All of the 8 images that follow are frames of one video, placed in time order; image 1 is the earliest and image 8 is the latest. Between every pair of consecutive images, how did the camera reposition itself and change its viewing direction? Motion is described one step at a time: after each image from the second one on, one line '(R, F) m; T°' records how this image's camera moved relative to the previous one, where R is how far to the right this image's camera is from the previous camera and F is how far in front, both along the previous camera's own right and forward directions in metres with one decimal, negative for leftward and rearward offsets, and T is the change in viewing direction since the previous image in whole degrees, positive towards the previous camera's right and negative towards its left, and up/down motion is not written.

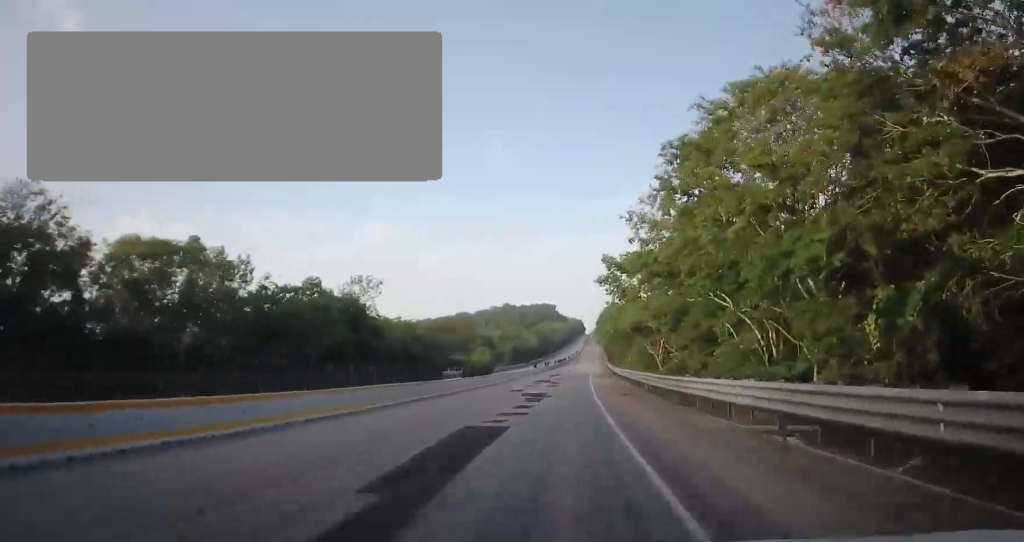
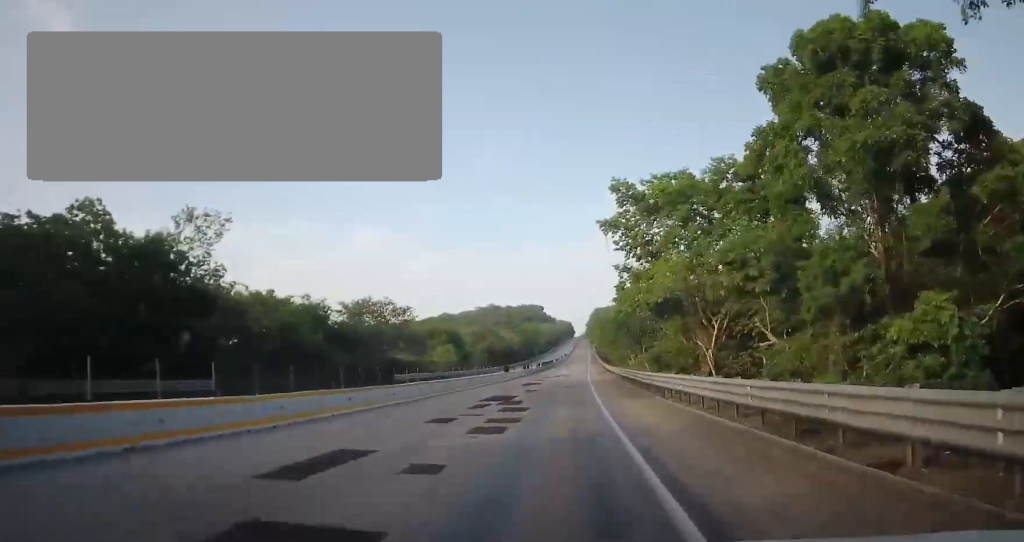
(+0.3, +28.1) m; +2°
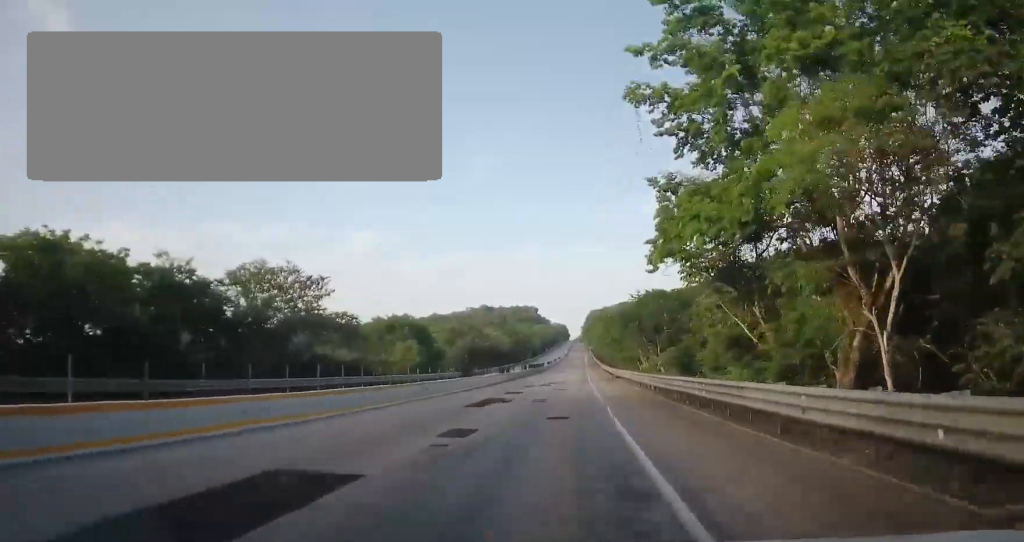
(+0.4, +22.1) m; +1°
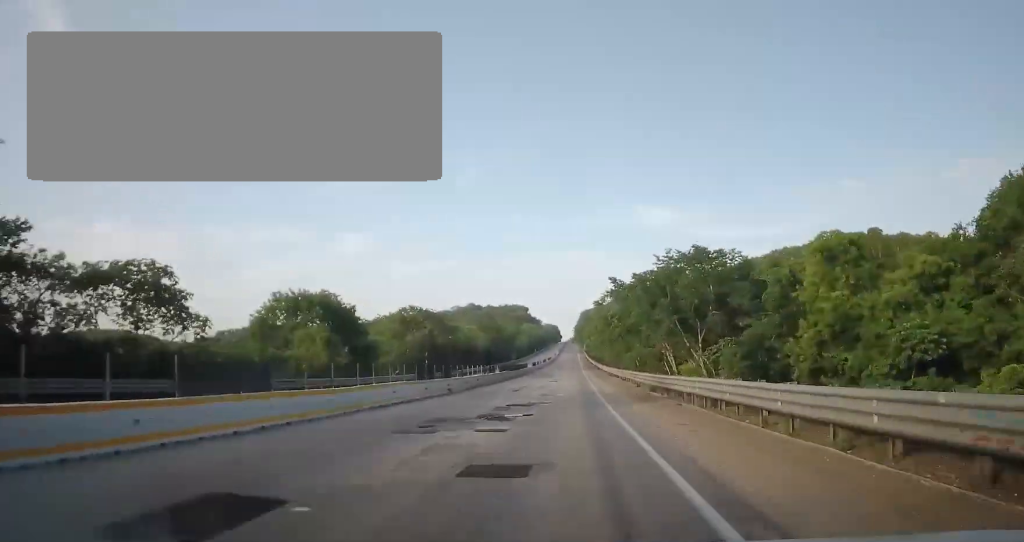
(-0.2, +28.8) m; 0°
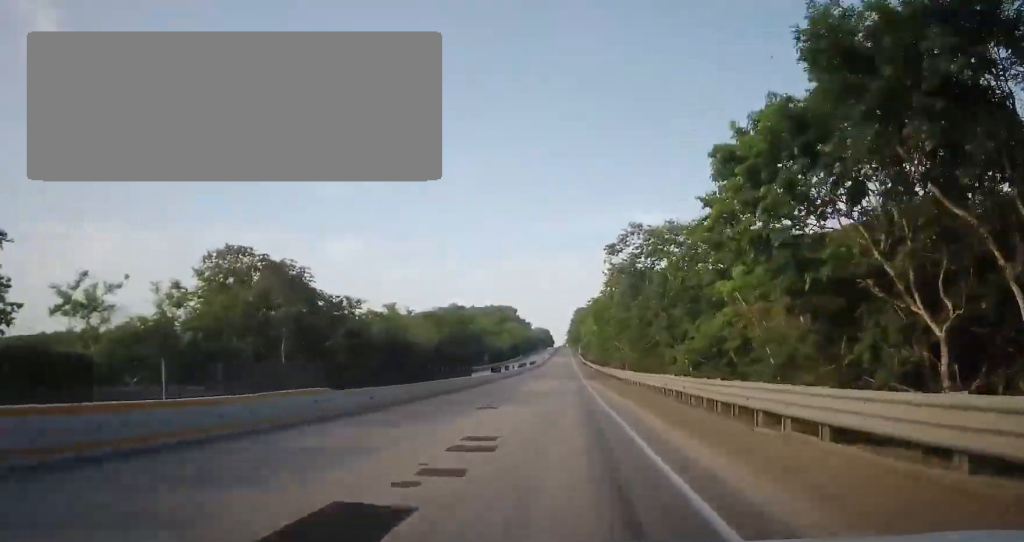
(+0.7, +47.3) m; +2°
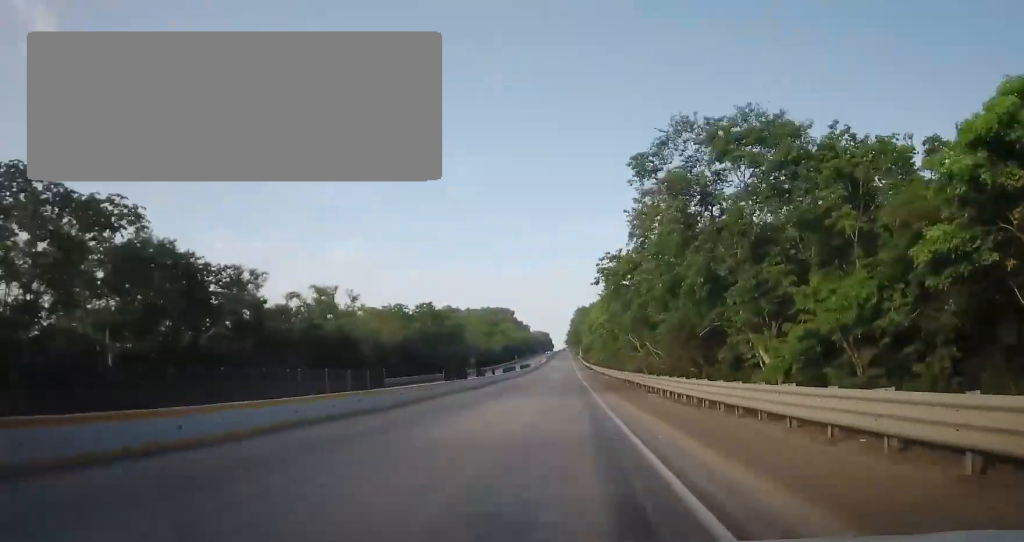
(+0.2, +21.1) m; 0°
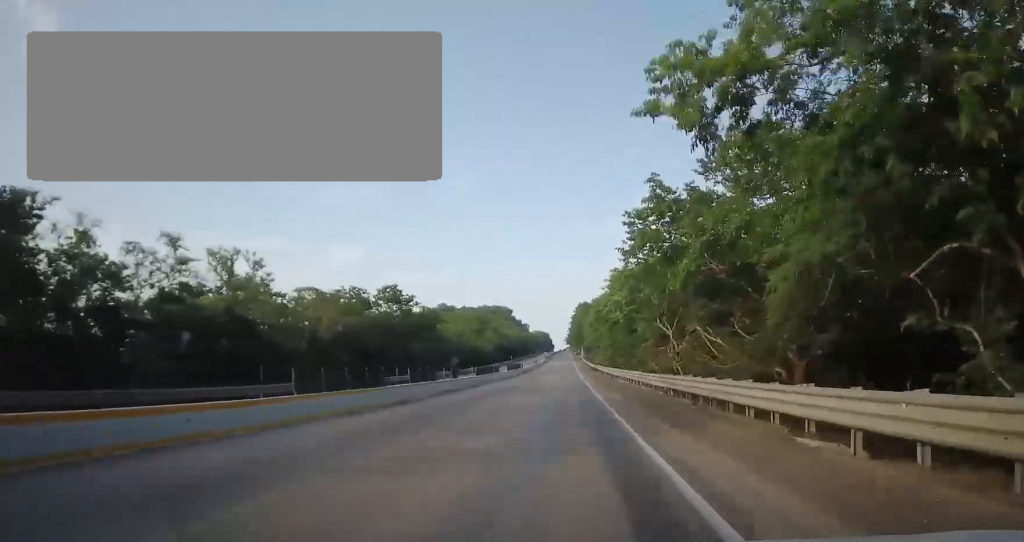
(-0.1, +19.7) m; -1°
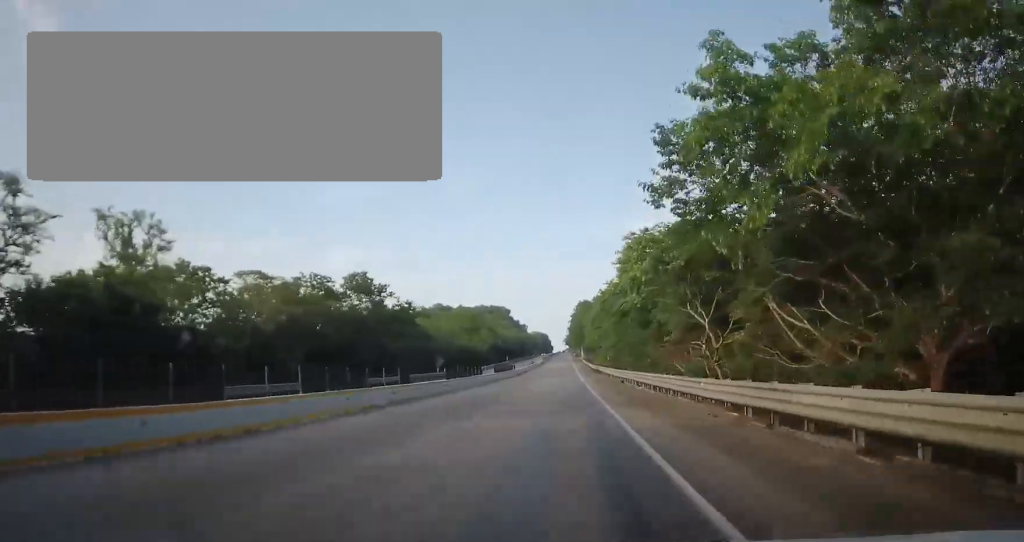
(-0.1, +11.4) m; 0°
